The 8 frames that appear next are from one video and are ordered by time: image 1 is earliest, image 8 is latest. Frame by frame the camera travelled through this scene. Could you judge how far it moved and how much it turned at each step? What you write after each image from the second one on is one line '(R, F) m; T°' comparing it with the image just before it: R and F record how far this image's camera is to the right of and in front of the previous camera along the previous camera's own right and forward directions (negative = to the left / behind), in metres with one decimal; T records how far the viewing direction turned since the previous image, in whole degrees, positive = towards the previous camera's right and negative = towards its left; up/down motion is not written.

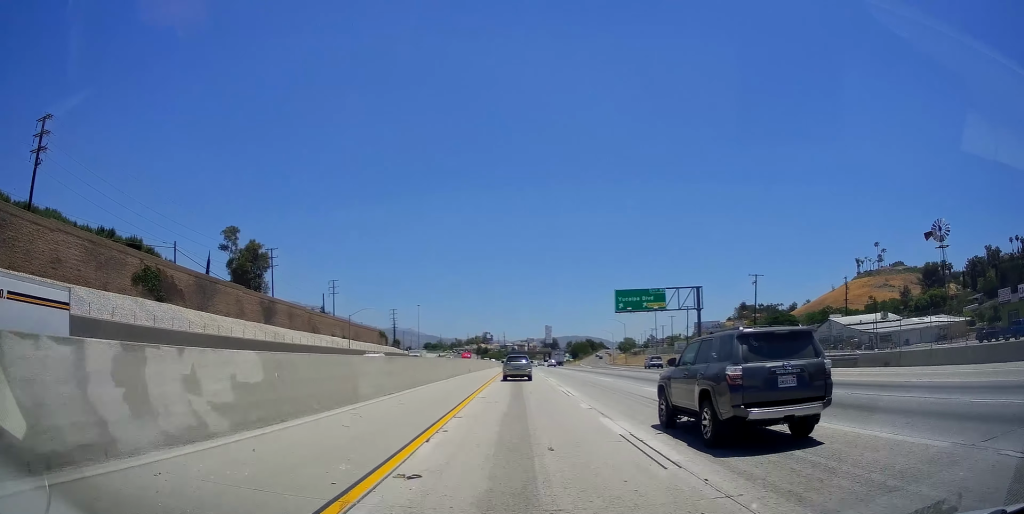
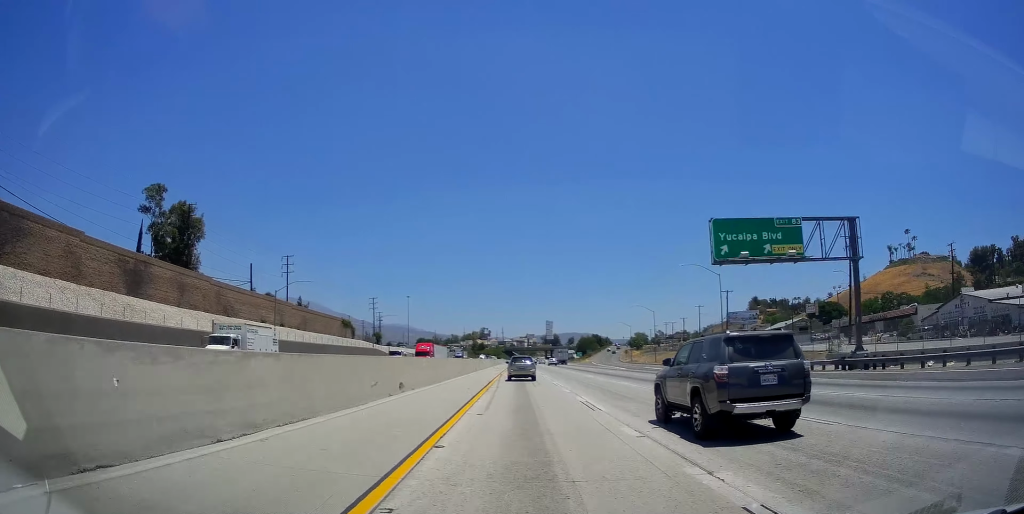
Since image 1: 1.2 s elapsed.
(-0.4, +35.0) m; 0°
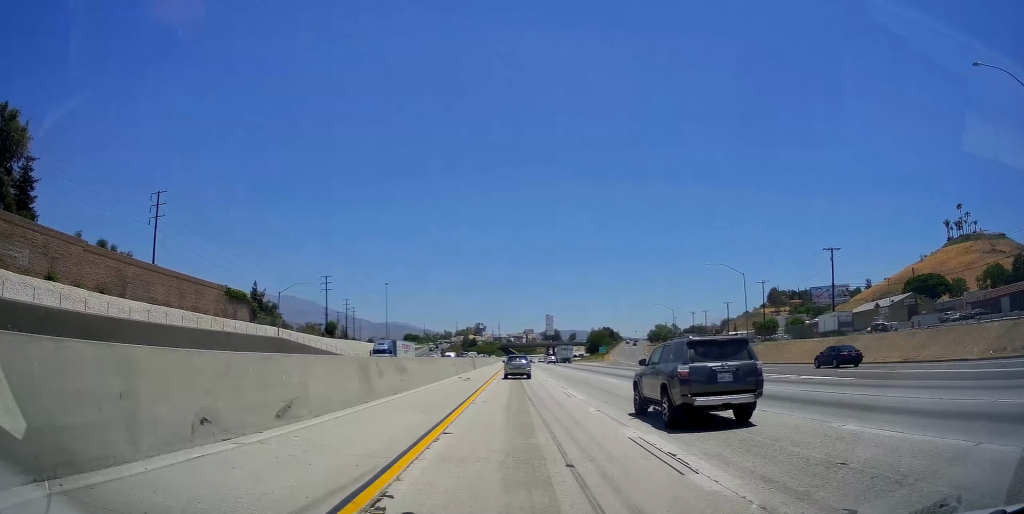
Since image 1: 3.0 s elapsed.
(+0.5, +51.2) m; 0°
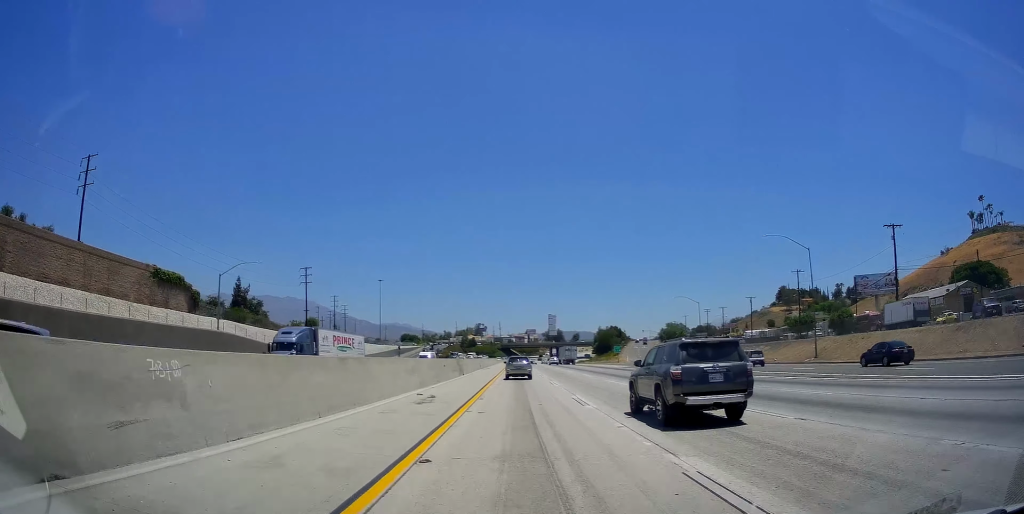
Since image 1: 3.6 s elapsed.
(0.0, +17.1) m; 0°
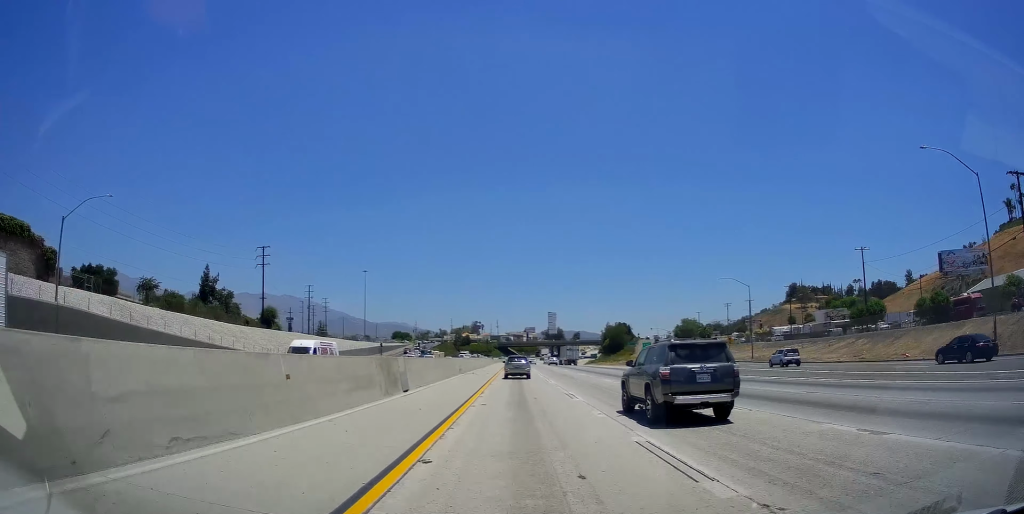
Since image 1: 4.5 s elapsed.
(-0.2, +27.4) m; 0°
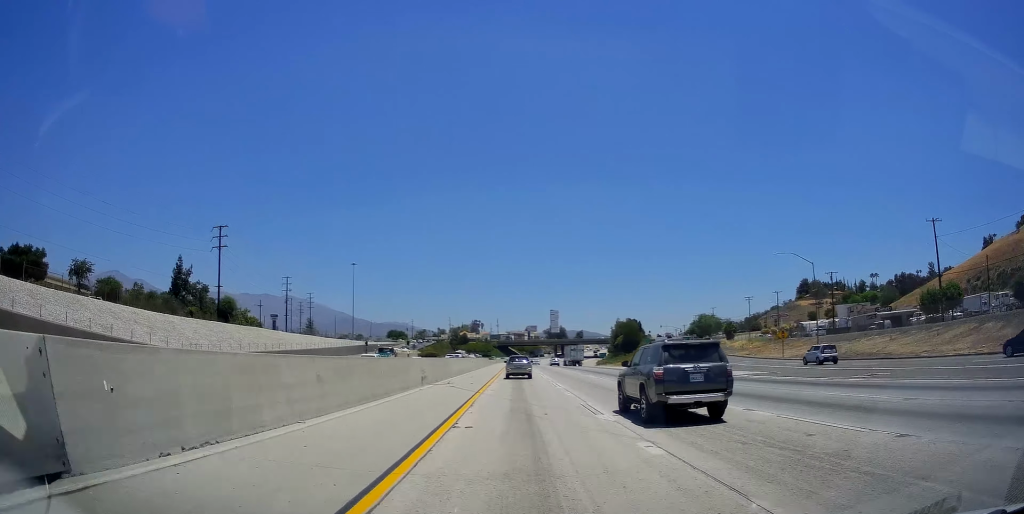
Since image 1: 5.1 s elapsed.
(-0.1, +21.2) m; 0°
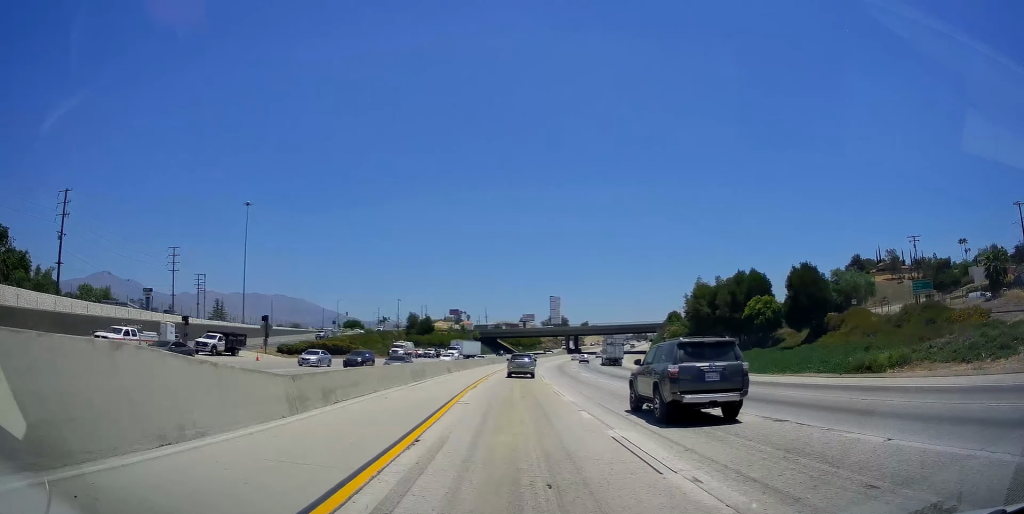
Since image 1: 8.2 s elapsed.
(+0.6, +93.9) m; +1°
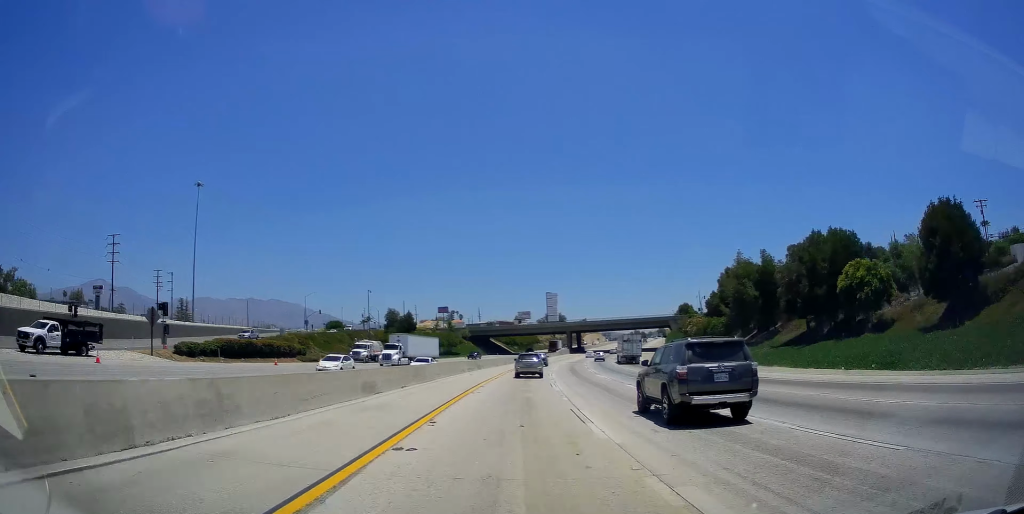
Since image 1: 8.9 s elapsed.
(0.0, +22.1) m; 0°
